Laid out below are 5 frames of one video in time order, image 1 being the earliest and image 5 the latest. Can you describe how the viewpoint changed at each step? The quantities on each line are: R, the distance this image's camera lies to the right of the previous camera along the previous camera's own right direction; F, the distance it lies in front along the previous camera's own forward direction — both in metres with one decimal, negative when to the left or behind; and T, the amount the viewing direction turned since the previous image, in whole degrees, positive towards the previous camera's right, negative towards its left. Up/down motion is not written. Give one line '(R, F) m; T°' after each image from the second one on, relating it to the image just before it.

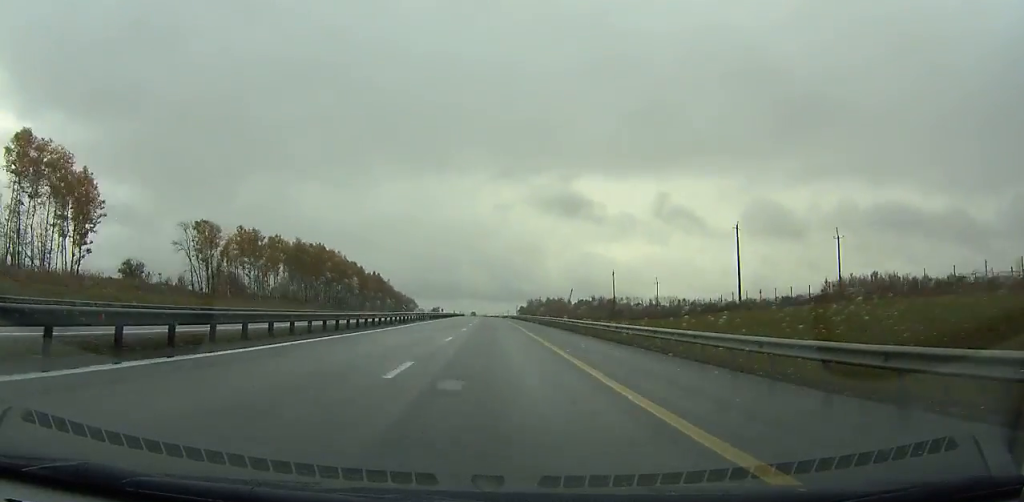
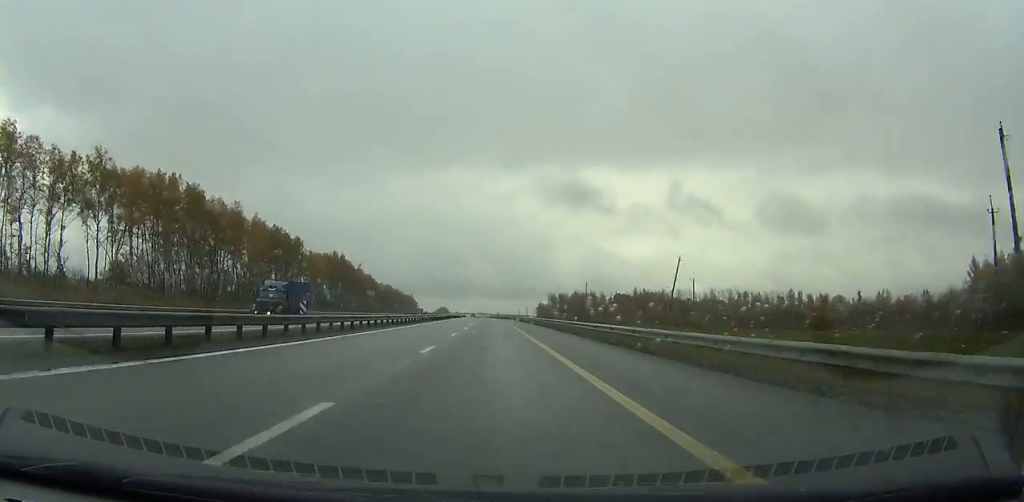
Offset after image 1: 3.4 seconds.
(-0.9, +102.5) m; -1°
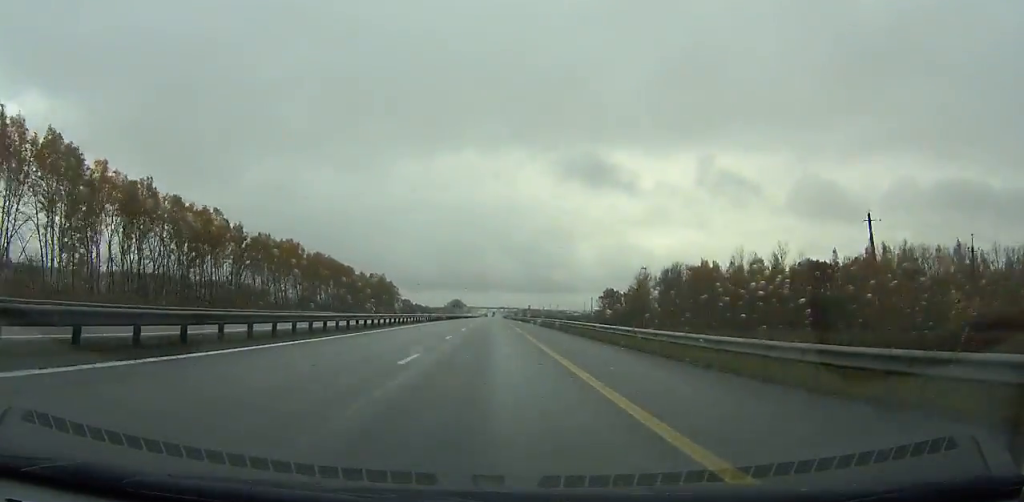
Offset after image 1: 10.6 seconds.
(-5.2, +220.1) m; -2°
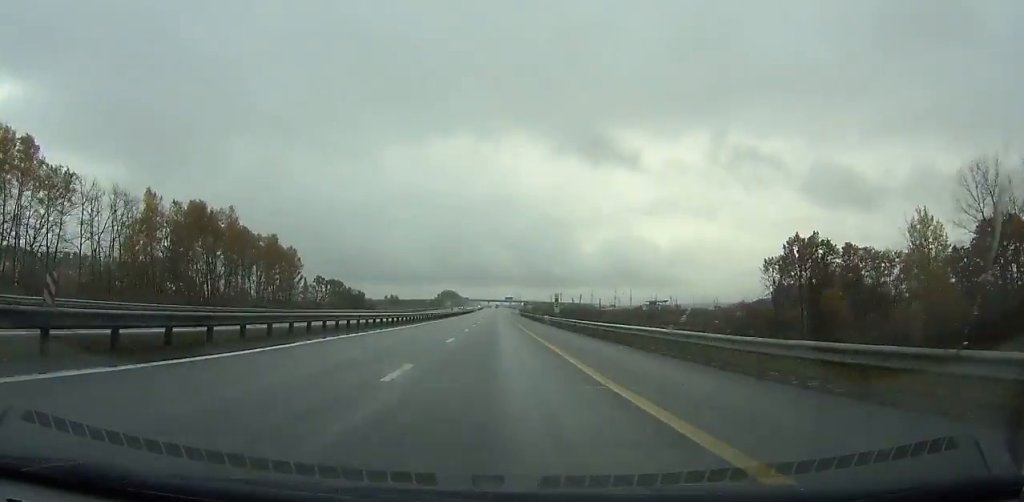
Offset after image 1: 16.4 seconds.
(-0.5, +182.3) m; 0°
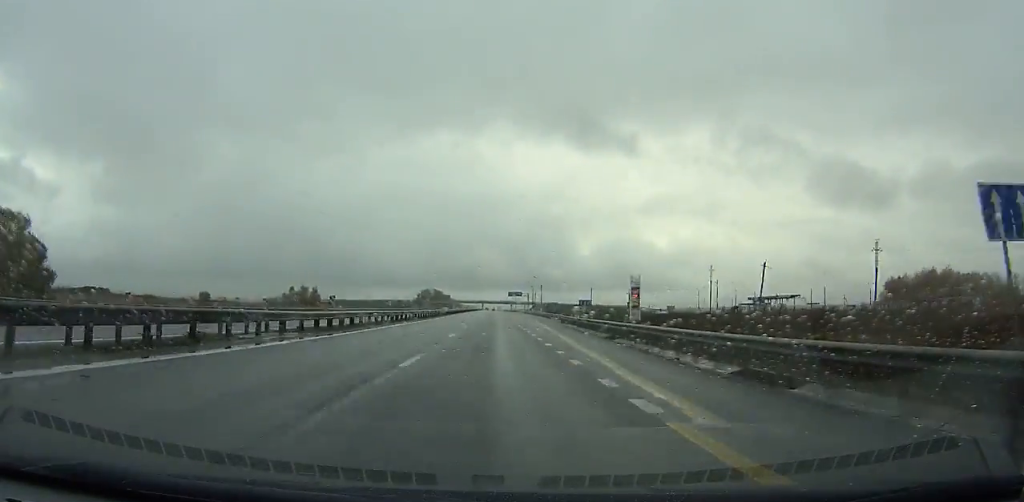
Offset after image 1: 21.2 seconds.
(+0.3, +152.9) m; 0°
